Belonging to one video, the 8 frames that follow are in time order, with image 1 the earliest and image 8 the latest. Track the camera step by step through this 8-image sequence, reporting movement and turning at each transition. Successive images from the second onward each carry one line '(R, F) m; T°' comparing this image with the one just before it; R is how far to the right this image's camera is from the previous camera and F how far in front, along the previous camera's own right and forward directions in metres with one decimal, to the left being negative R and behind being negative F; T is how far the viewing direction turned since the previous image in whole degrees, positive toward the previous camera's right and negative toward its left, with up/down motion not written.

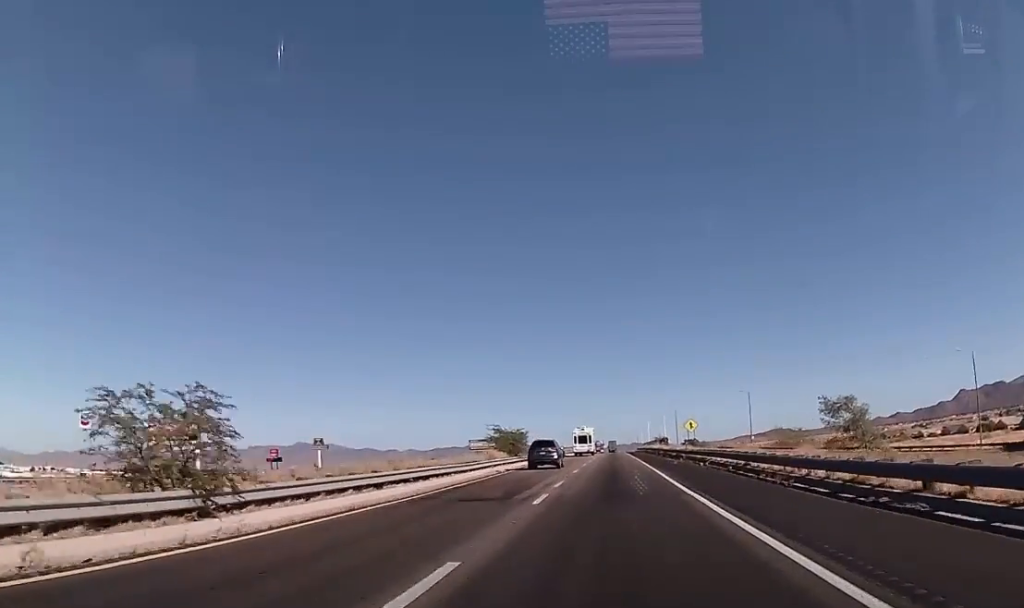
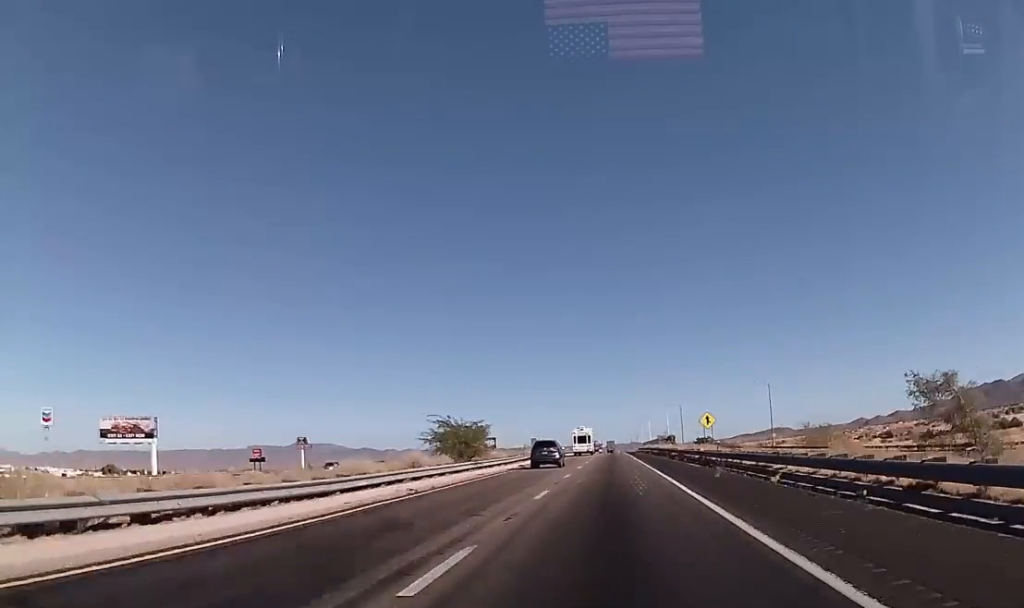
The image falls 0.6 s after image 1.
(-0.3, +17.9) m; 0°
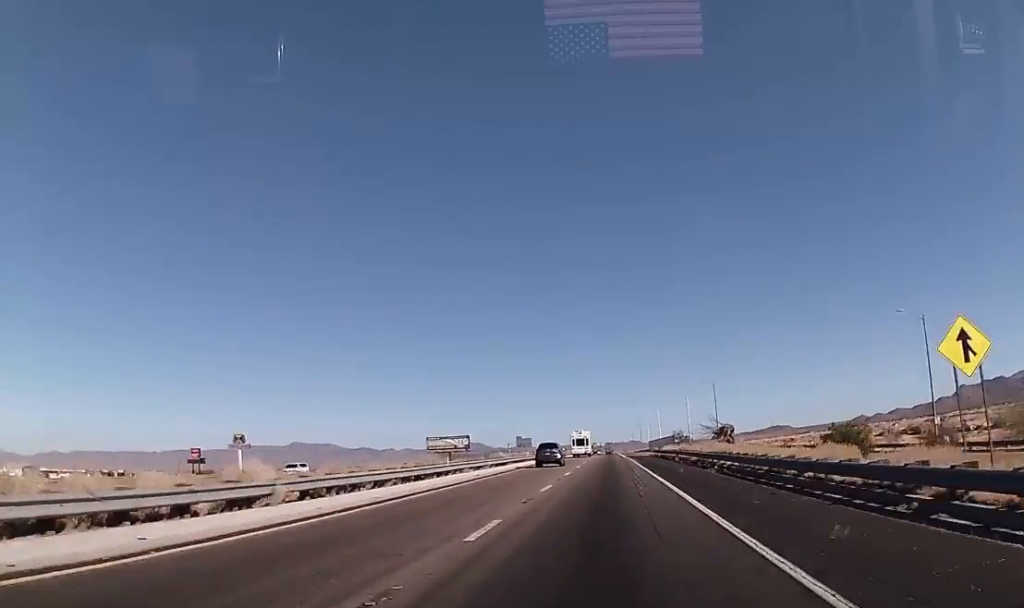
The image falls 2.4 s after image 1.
(+0.1, +57.1) m; 0°
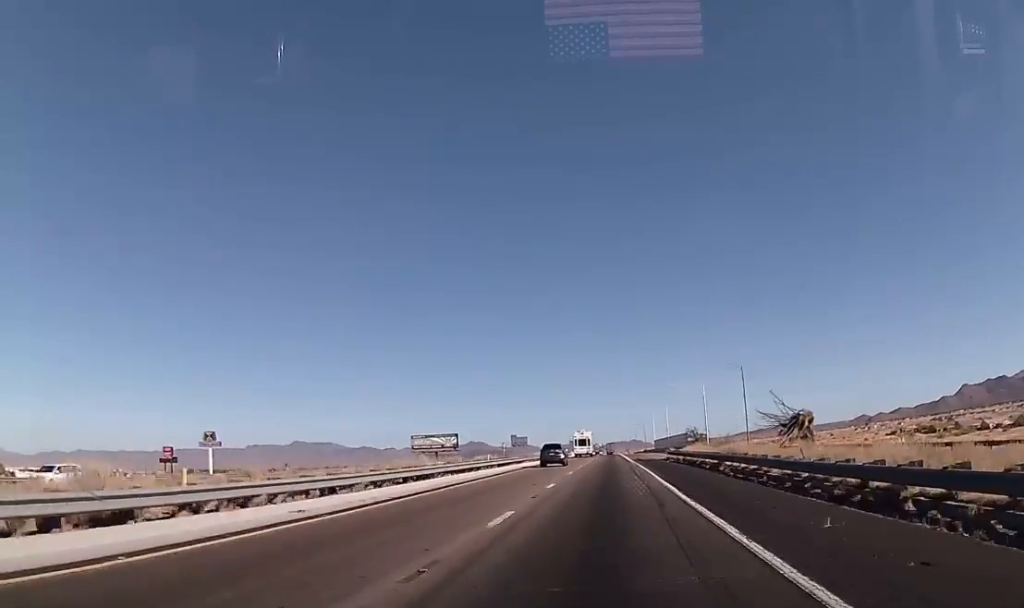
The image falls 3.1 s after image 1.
(-0.3, +22.6) m; 0°
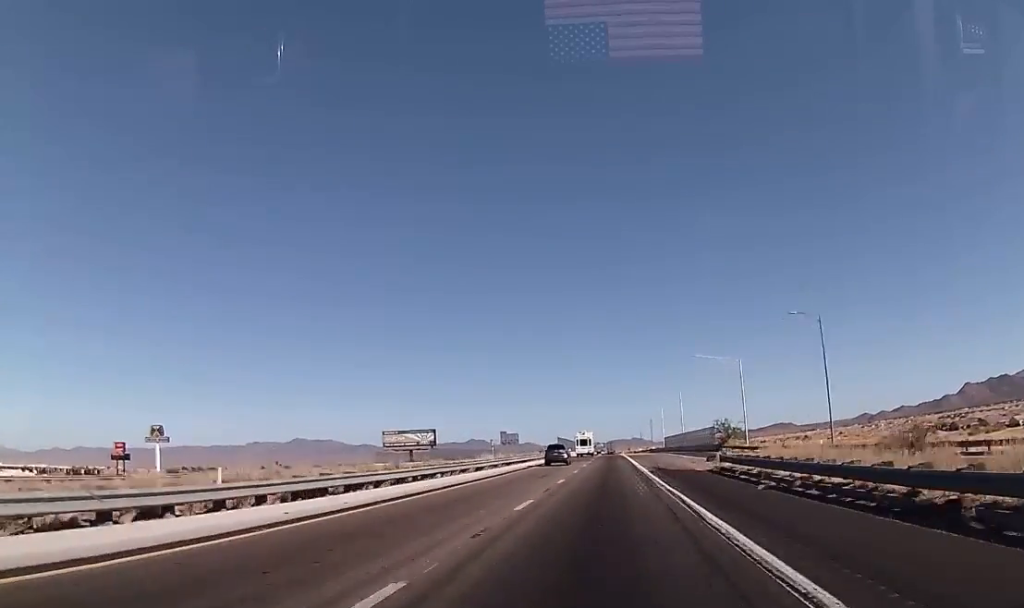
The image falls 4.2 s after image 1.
(+0.4, +32.9) m; 0°
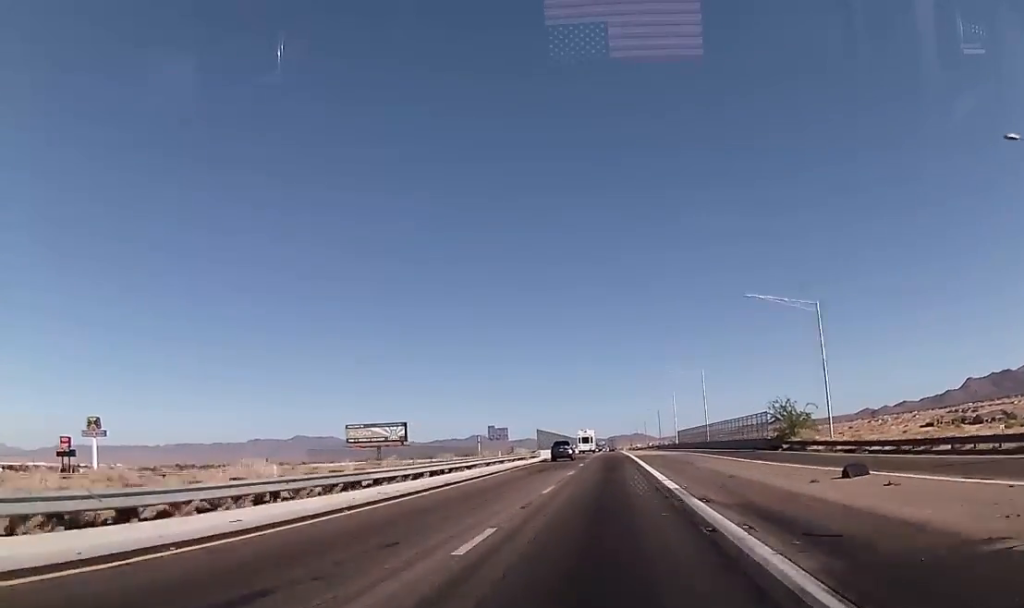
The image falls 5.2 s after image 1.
(-0.3, +31.8) m; 0°
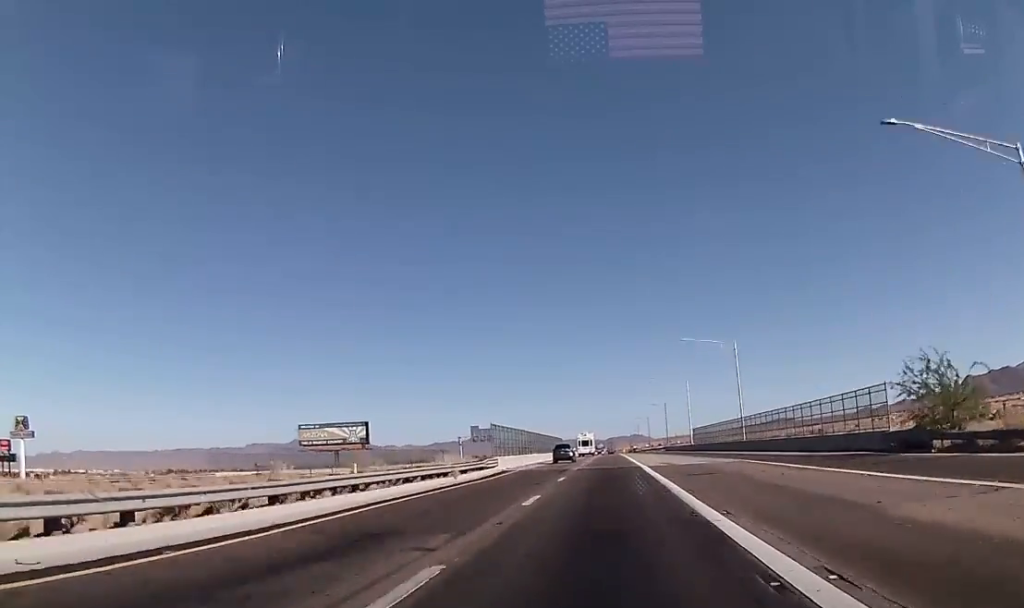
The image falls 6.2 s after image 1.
(+0.3, +28.7) m; 0°
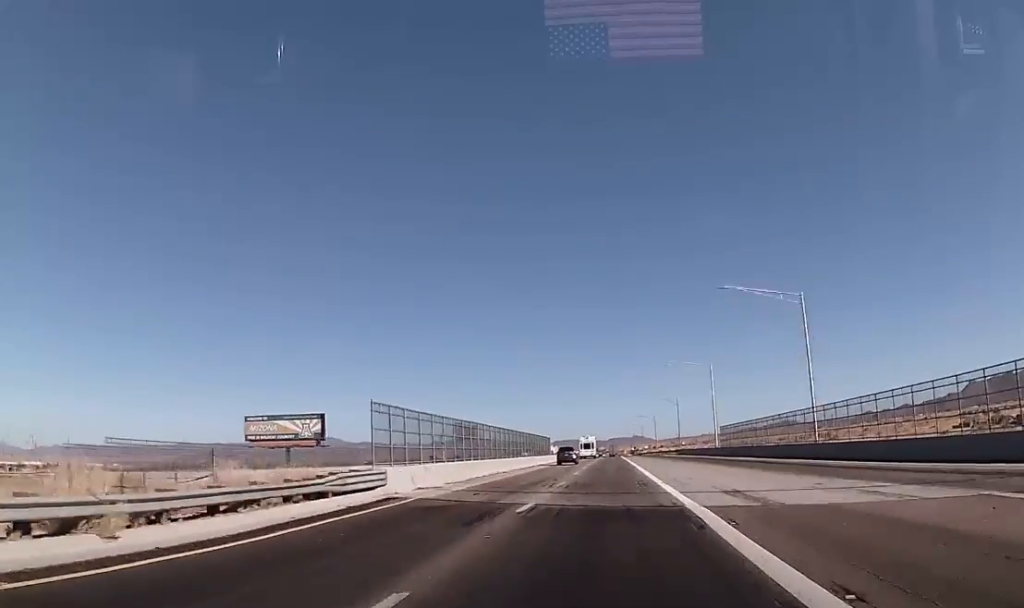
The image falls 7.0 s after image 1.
(-0.4, +25.5) m; -1°
